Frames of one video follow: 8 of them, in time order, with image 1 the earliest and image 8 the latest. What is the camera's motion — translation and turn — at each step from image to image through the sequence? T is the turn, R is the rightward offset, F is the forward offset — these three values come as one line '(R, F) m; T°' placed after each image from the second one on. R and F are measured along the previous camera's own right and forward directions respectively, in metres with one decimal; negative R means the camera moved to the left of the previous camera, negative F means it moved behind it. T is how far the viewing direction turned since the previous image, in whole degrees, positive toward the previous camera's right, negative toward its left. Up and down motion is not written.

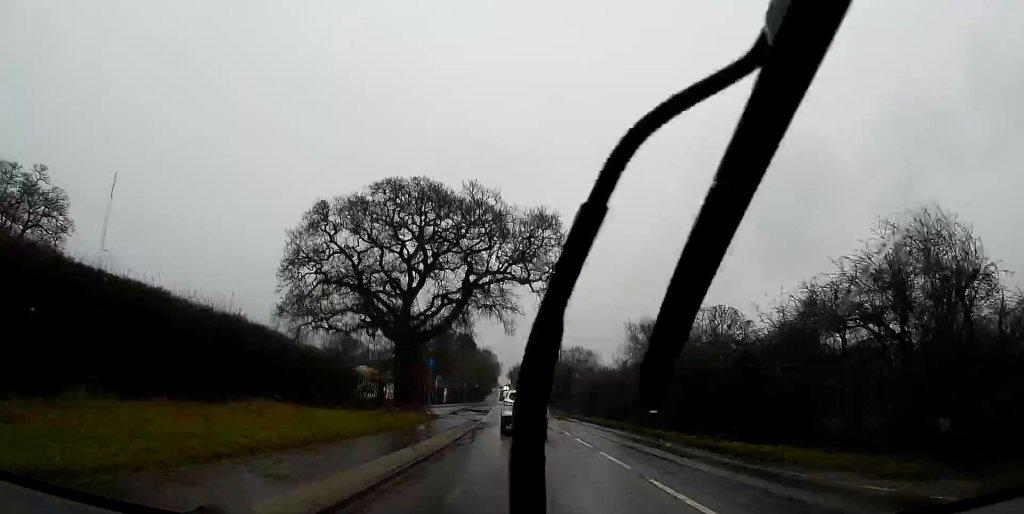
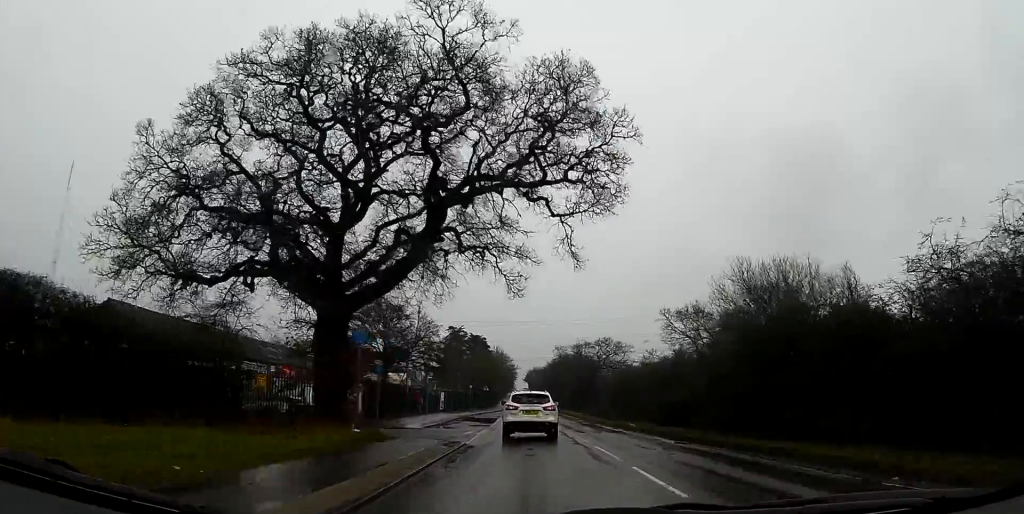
(0.0, +16.4) m; 0°
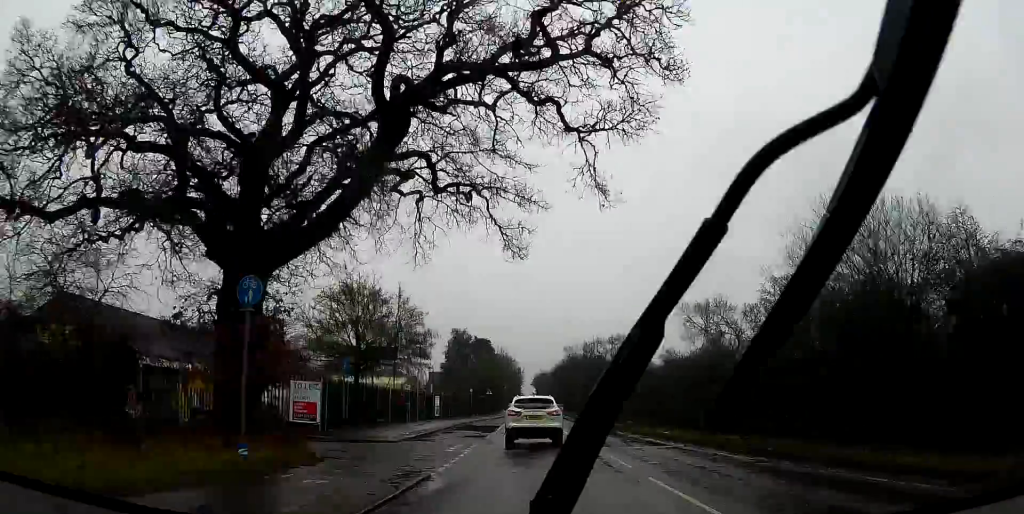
(-0.1, +7.5) m; 0°
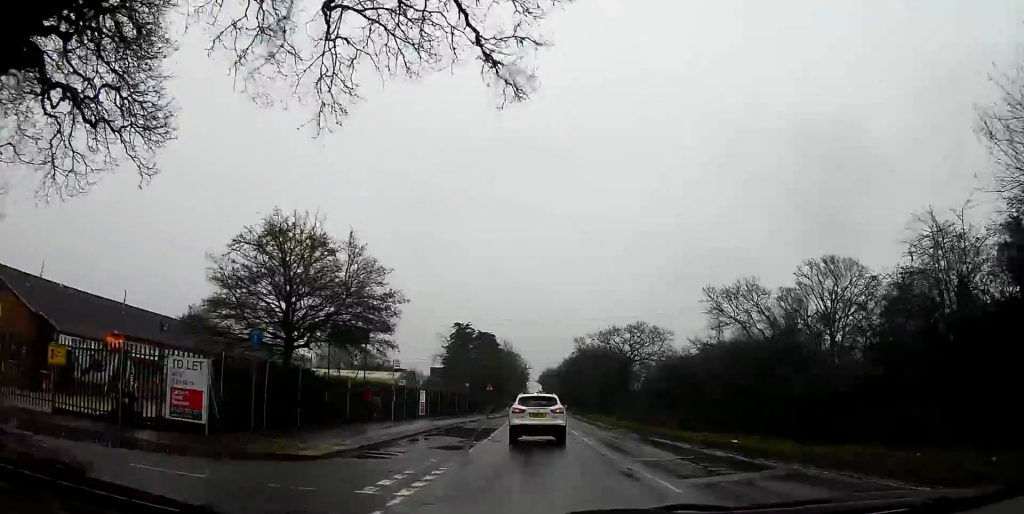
(+0.2, +10.0) m; -2°
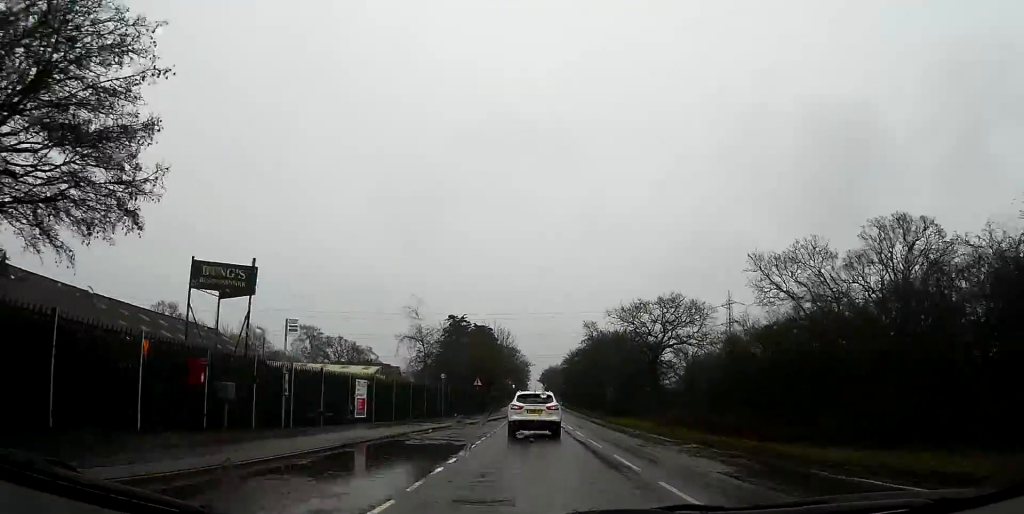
(-0.4, +15.8) m; 0°
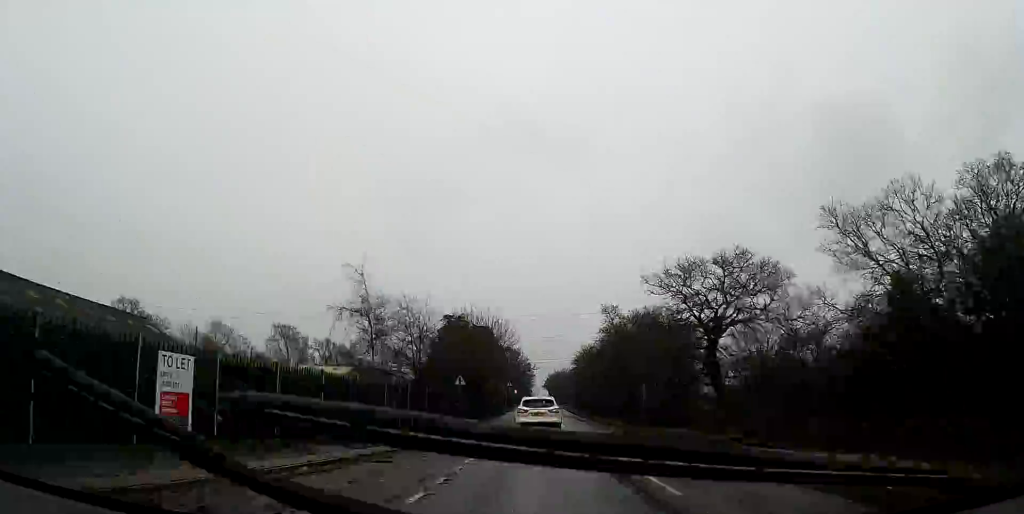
(+0.3, +15.0) m; -1°
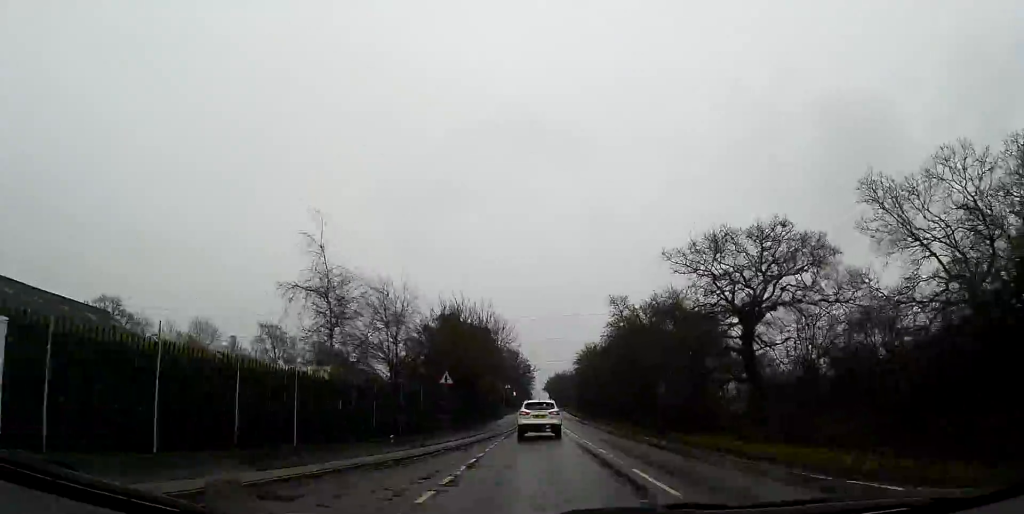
(-0.1, +5.7) m; -1°
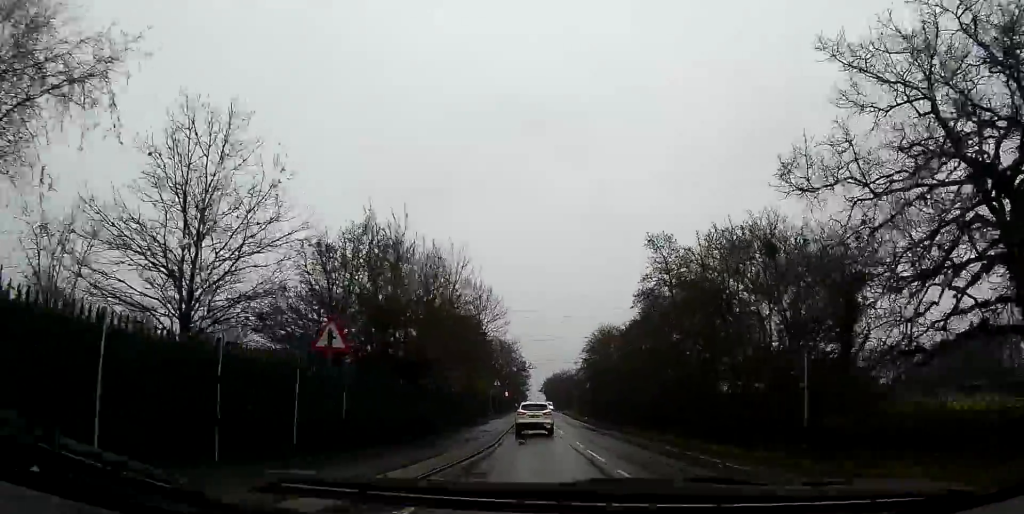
(0.0, +16.6) m; -2°
